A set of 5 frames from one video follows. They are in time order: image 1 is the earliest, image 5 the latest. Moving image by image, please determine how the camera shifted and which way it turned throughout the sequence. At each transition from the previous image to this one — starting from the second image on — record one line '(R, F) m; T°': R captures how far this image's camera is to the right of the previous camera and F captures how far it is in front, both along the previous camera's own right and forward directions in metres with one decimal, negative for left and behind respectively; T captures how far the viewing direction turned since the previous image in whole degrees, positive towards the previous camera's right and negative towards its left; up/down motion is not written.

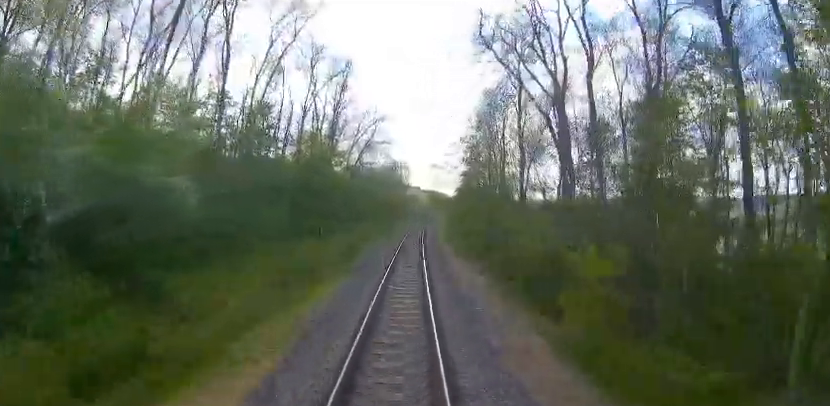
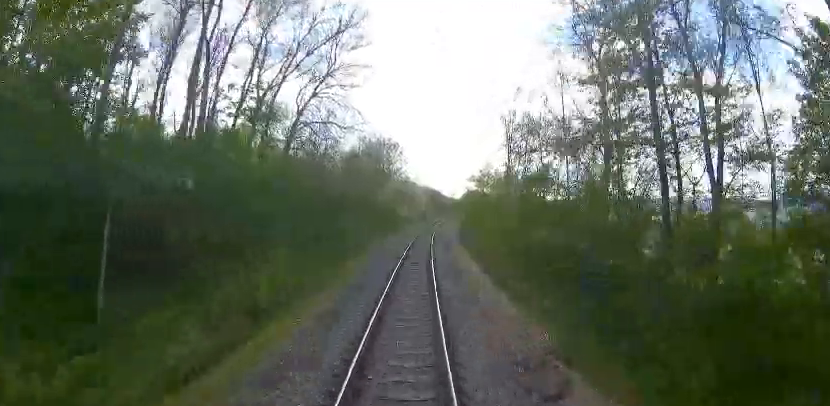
(-0.1, +34.0) m; 0°
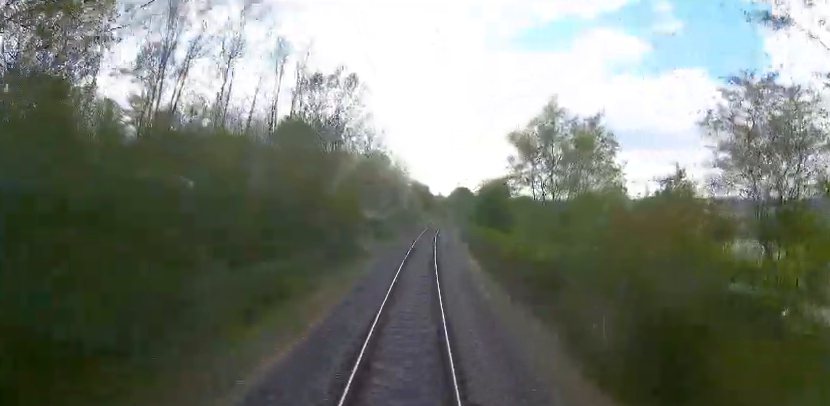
(+1.5, +34.1) m; -1°
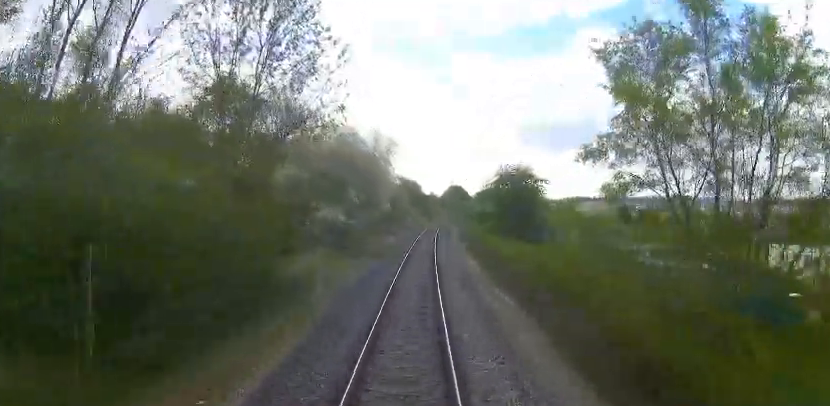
(-0.4, +15.6) m; +2°
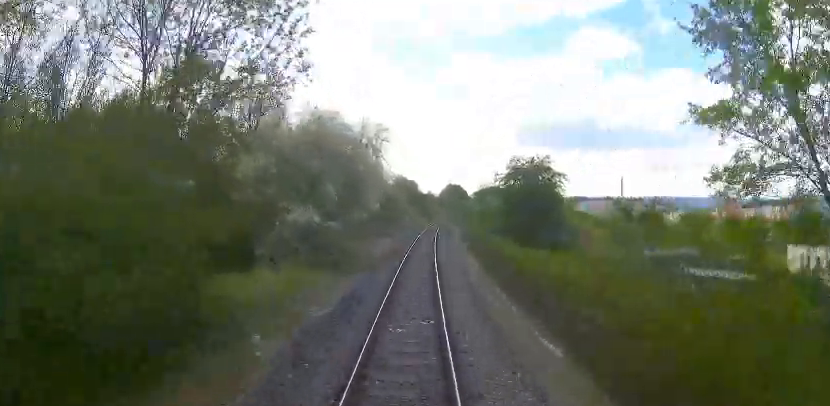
(+0.4, +5.6) m; +1°
